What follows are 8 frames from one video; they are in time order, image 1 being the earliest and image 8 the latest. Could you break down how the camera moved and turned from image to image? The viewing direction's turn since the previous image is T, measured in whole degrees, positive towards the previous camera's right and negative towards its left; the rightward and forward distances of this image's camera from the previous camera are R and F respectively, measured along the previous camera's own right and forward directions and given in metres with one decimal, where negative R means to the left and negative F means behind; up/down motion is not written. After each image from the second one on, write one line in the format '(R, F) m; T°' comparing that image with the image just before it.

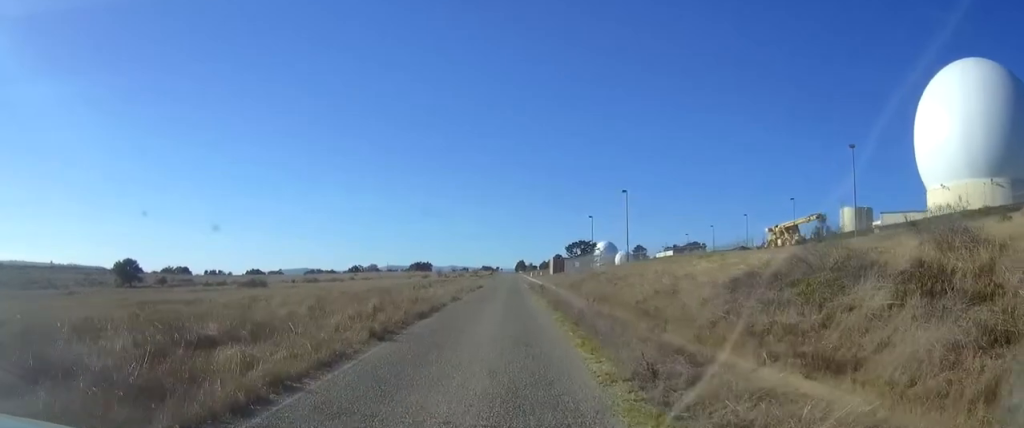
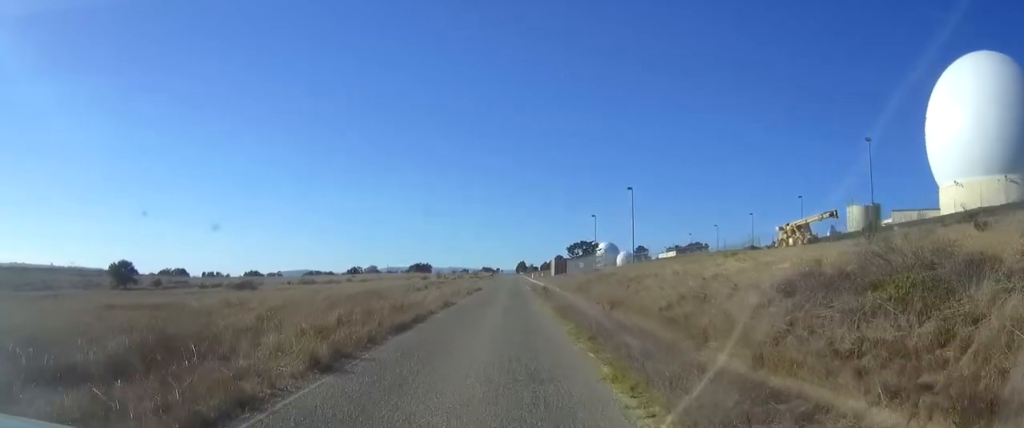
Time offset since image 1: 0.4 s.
(-0.1, +3.7) m; 0°
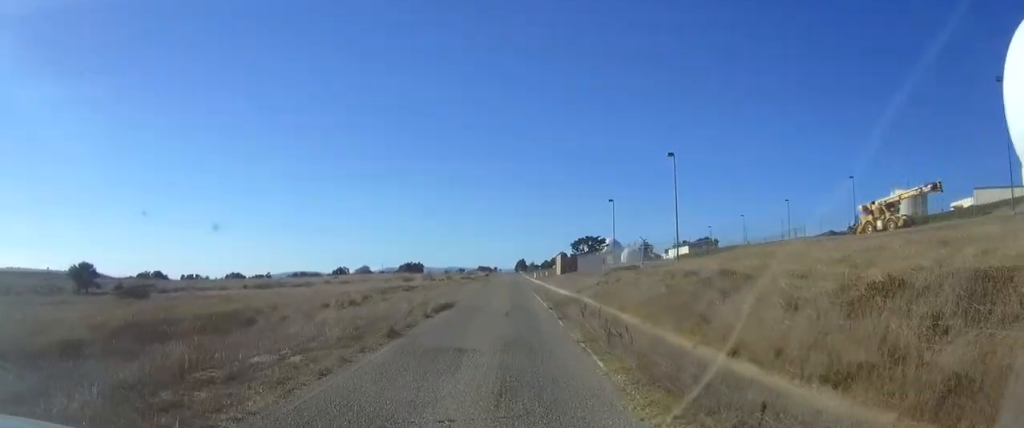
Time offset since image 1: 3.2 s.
(+0.4, +23.0) m; +1°
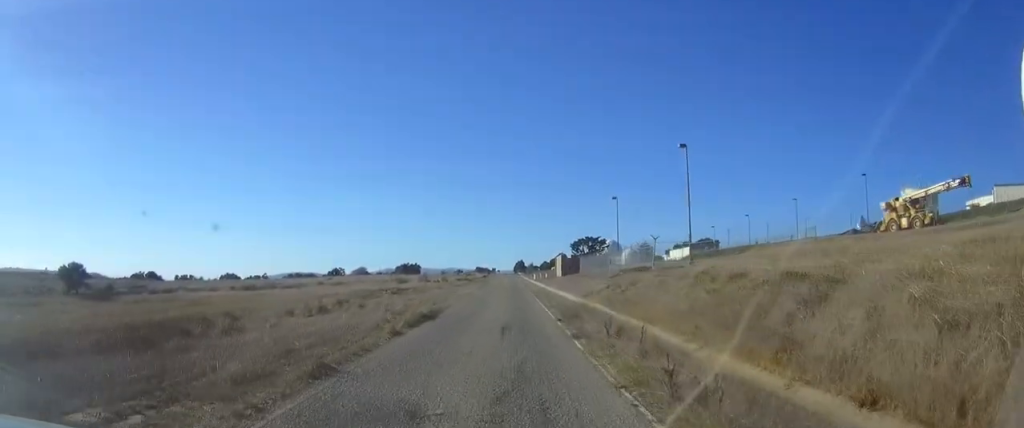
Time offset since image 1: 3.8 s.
(0.0, +5.1) m; 0°
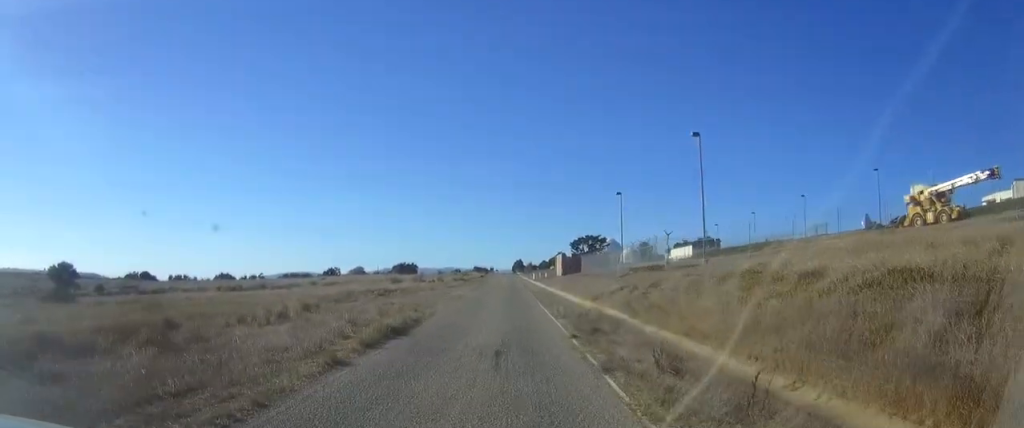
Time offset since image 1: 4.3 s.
(0.0, +4.8) m; 0°
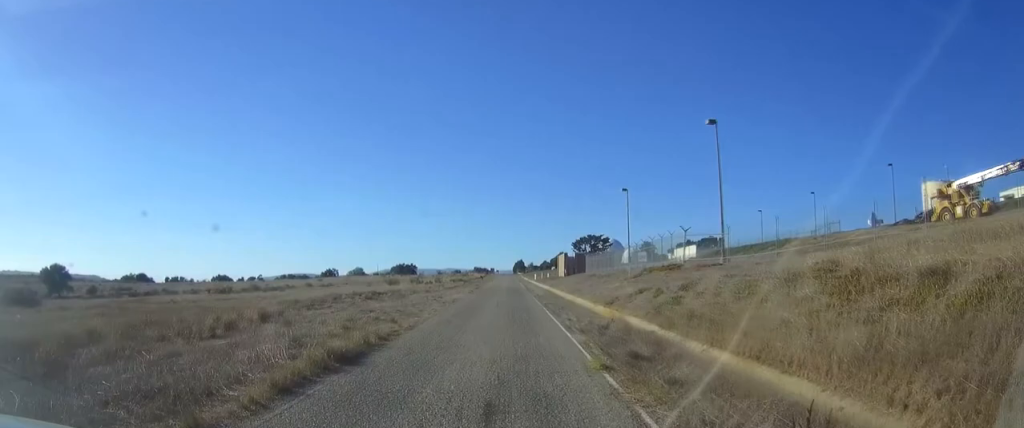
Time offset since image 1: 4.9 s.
(0.0, +4.5) m; 0°
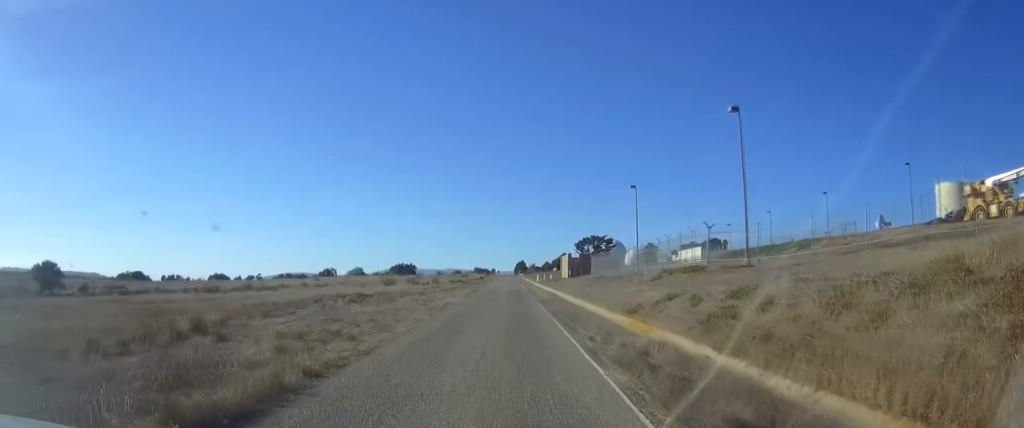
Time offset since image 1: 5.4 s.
(0.0, +4.8) m; 0°
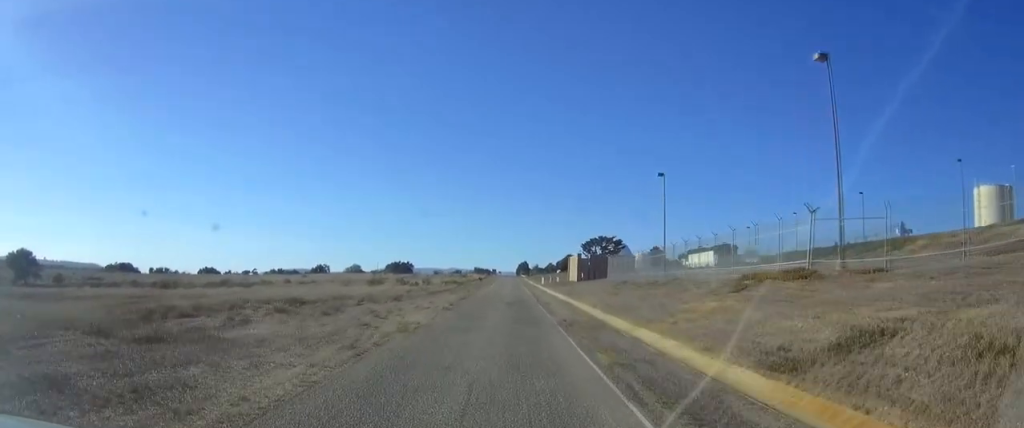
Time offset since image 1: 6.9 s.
(-0.1, +13.2) m; 0°
